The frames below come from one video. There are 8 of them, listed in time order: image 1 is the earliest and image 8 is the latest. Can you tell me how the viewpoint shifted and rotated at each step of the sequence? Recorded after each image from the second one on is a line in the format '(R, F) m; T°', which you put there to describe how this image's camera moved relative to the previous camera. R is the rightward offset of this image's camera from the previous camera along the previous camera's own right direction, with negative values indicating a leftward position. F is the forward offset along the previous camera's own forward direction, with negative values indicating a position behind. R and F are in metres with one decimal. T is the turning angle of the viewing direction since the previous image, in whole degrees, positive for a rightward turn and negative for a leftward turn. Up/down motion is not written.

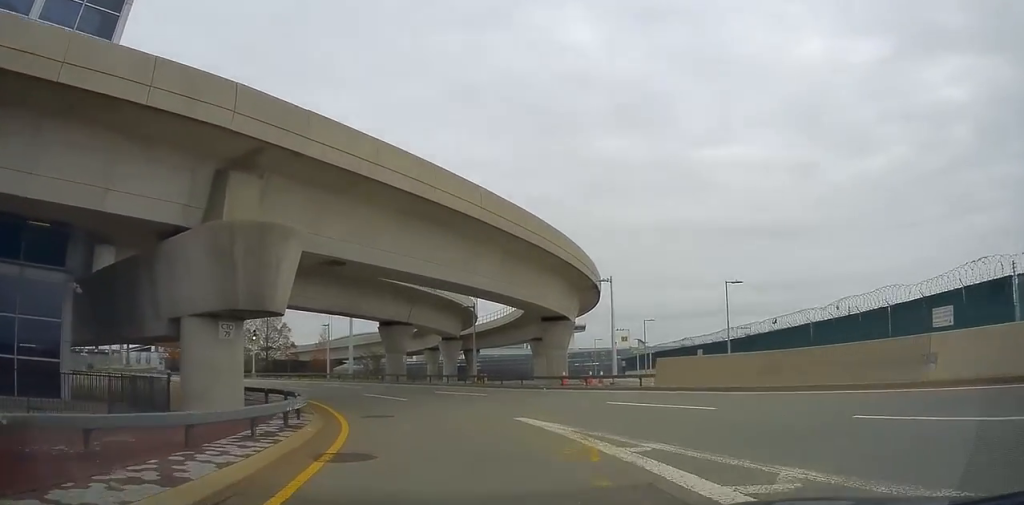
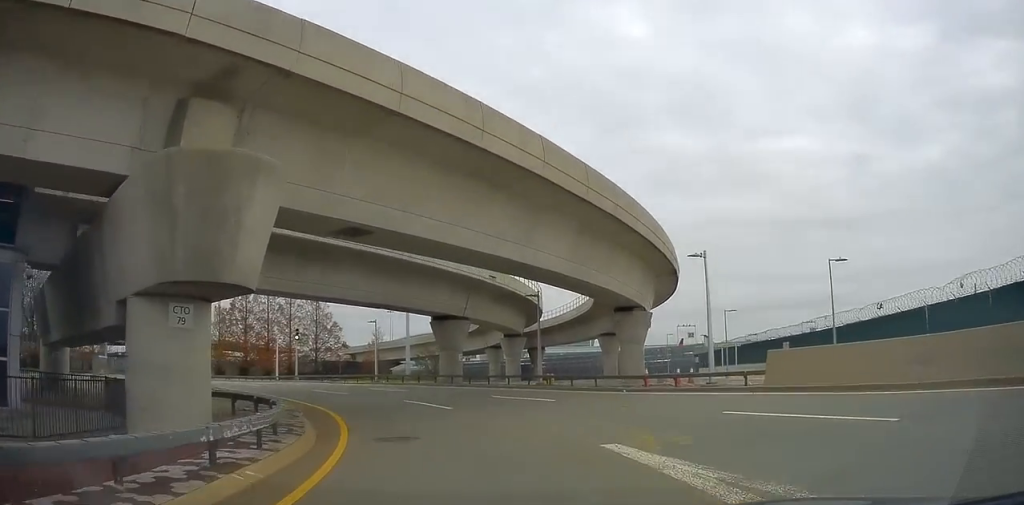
(-0.1, +5.3) m; -3°
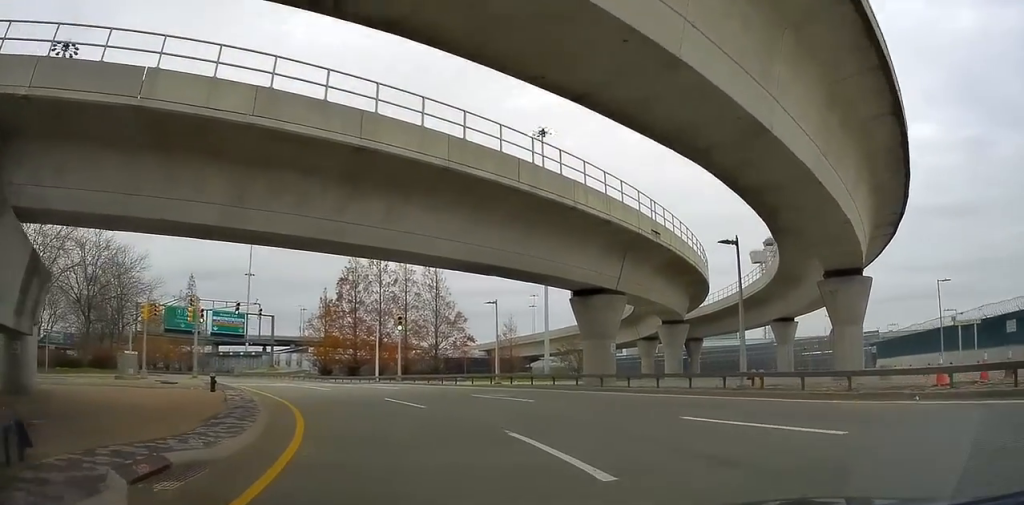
(-0.9, +12.1) m; -8°
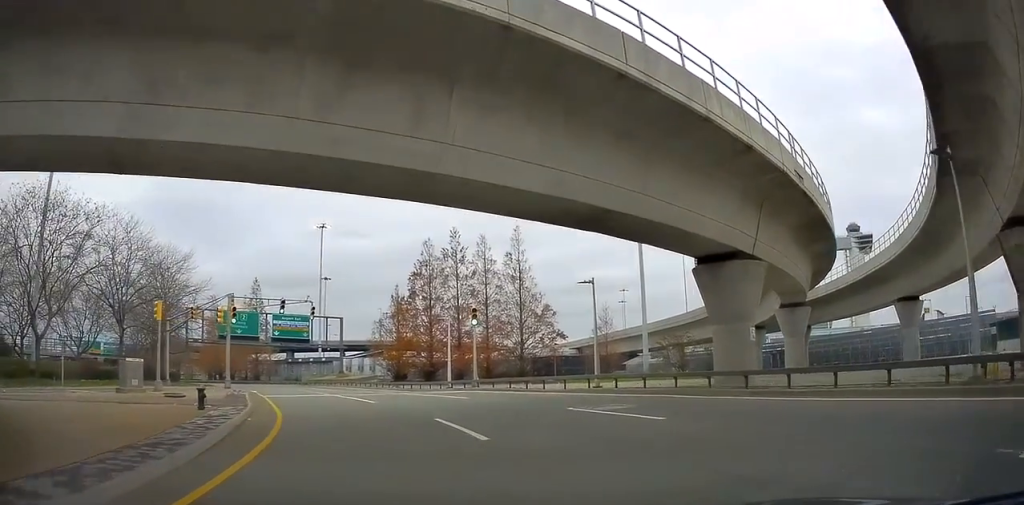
(-0.3, +7.9) m; -5°
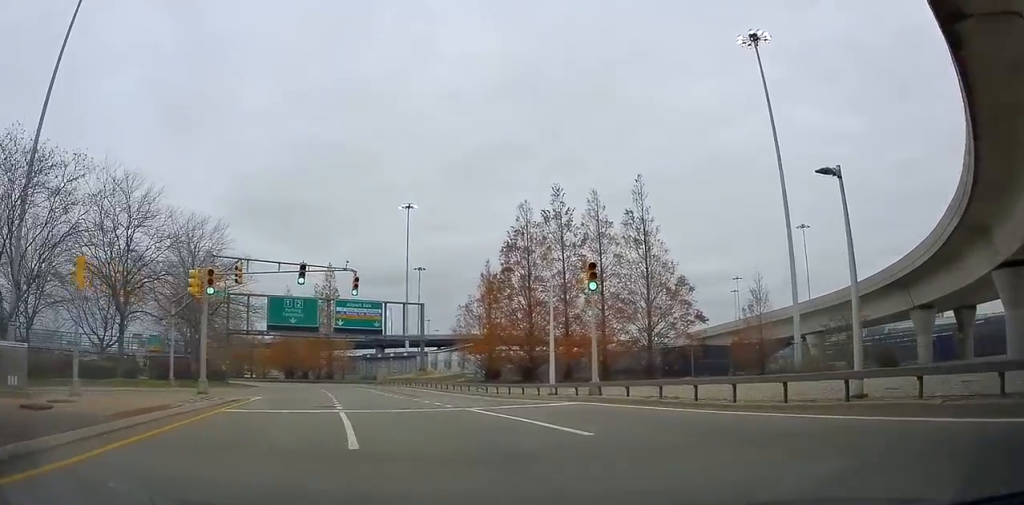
(-2.2, +16.6) m; -20°
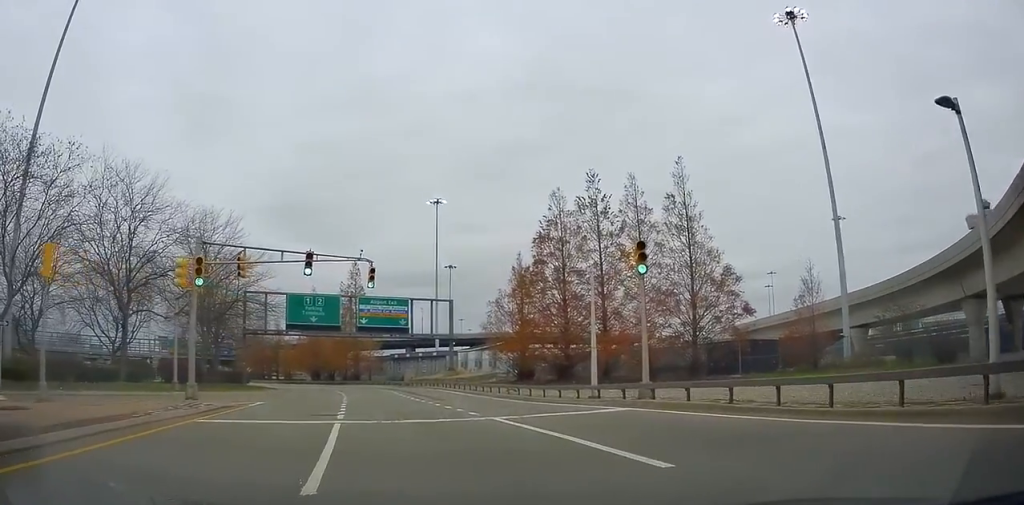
(-0.5, +4.8) m; -7°
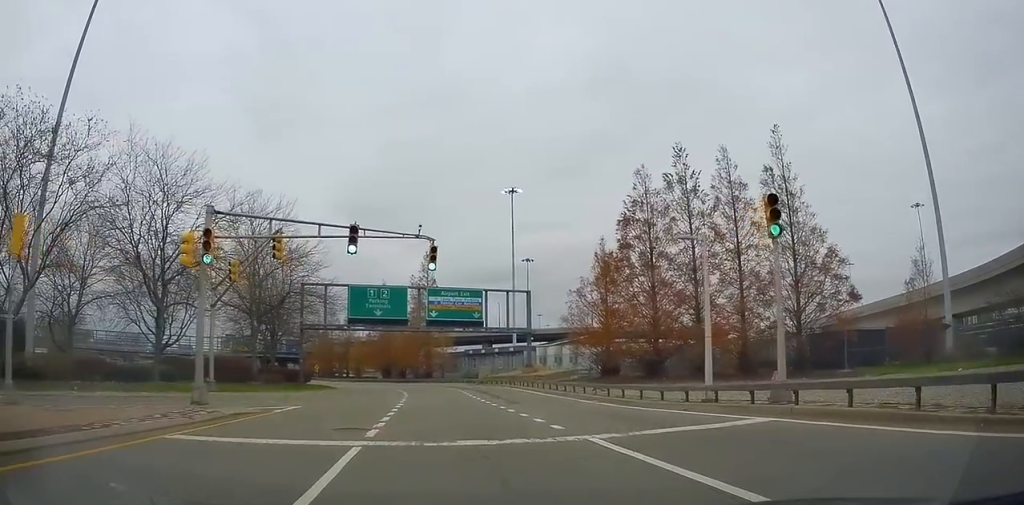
(-0.6, +7.4) m; -9°
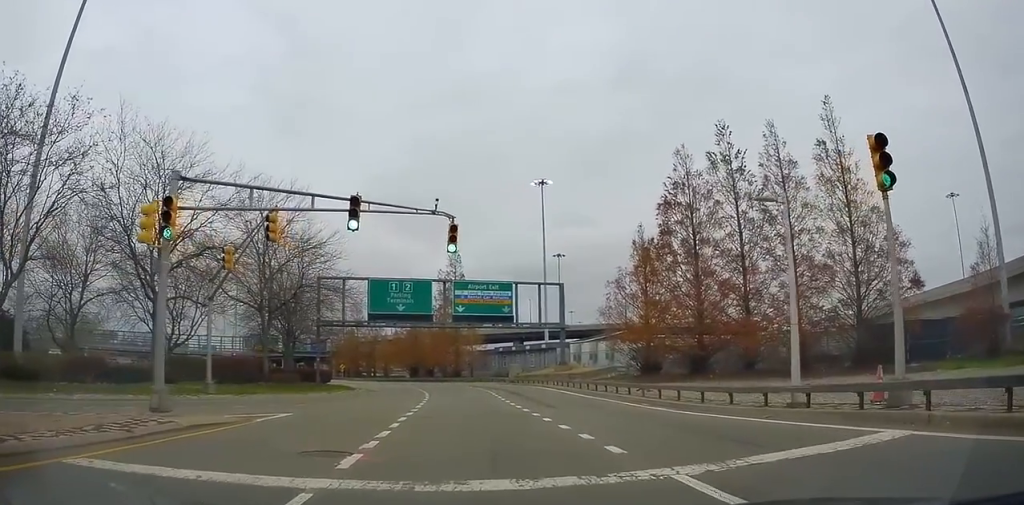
(-0.6, +7.2) m; -8°
